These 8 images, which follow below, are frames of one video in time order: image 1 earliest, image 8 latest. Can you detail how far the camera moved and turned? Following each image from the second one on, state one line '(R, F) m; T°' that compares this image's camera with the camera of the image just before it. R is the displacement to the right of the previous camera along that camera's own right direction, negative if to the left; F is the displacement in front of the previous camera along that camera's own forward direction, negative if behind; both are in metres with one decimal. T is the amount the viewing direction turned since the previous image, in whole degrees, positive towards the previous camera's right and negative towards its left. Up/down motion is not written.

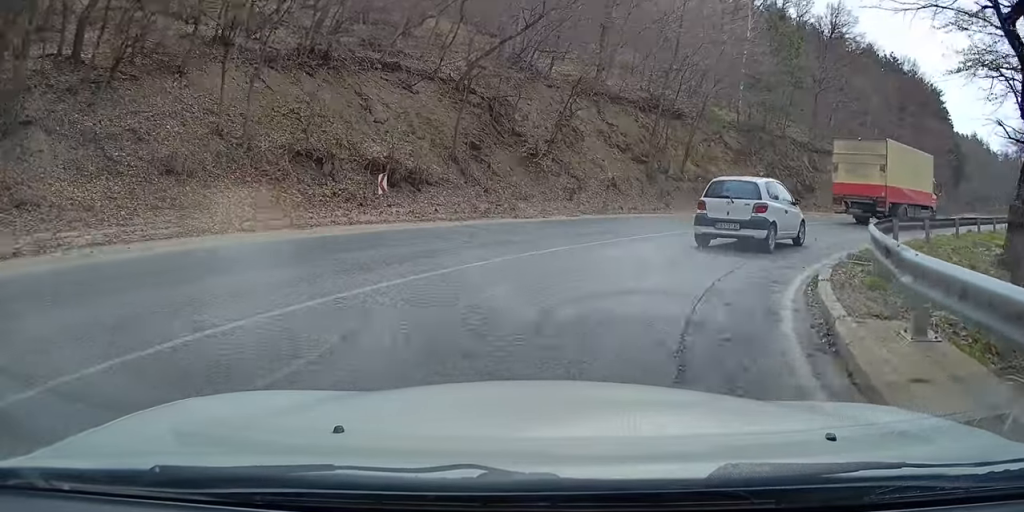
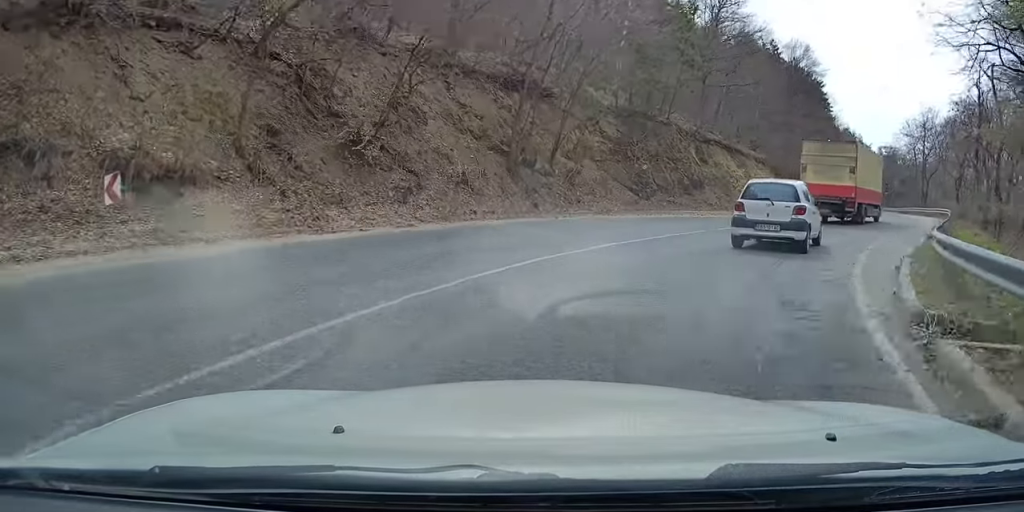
(-0.3, +5.6) m; +21°
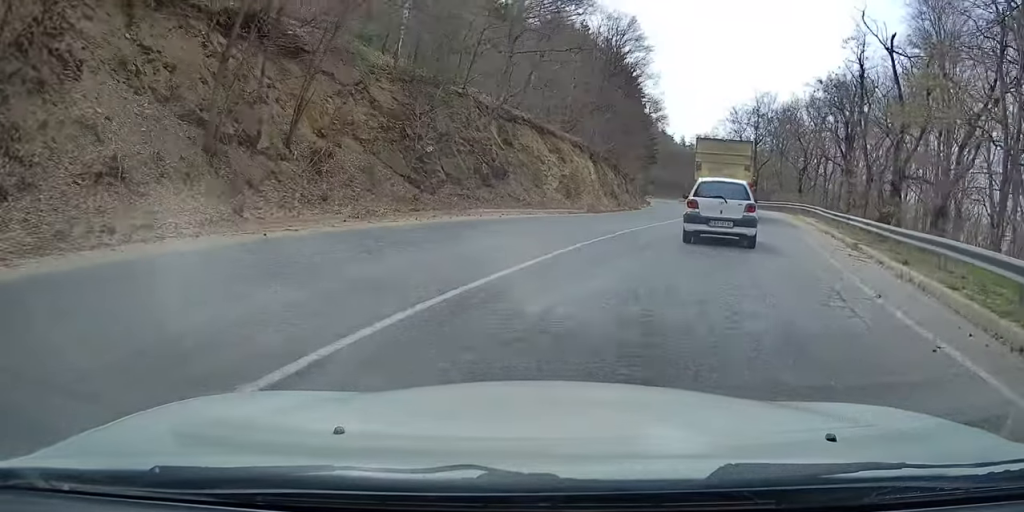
(+3.4, +7.2) m; +25°
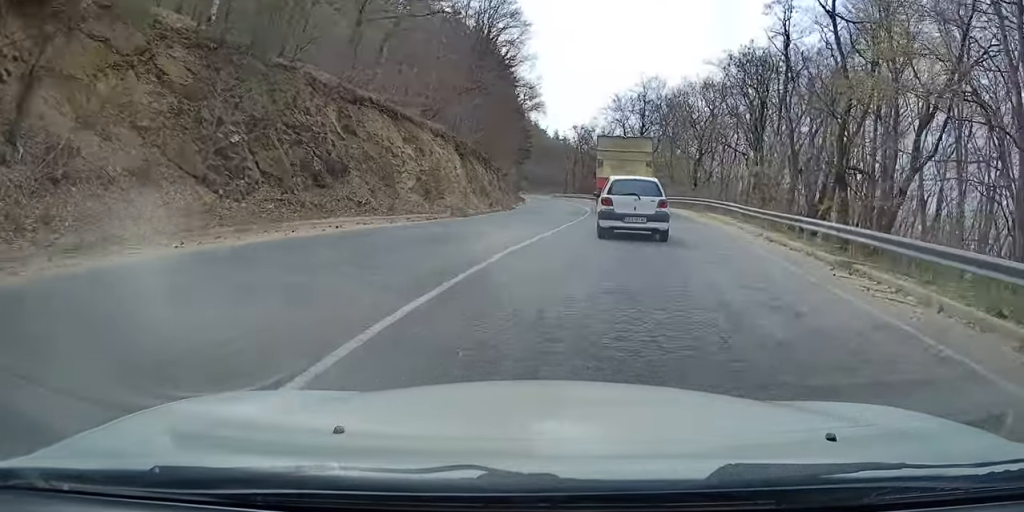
(0.0, +5.9) m; 0°
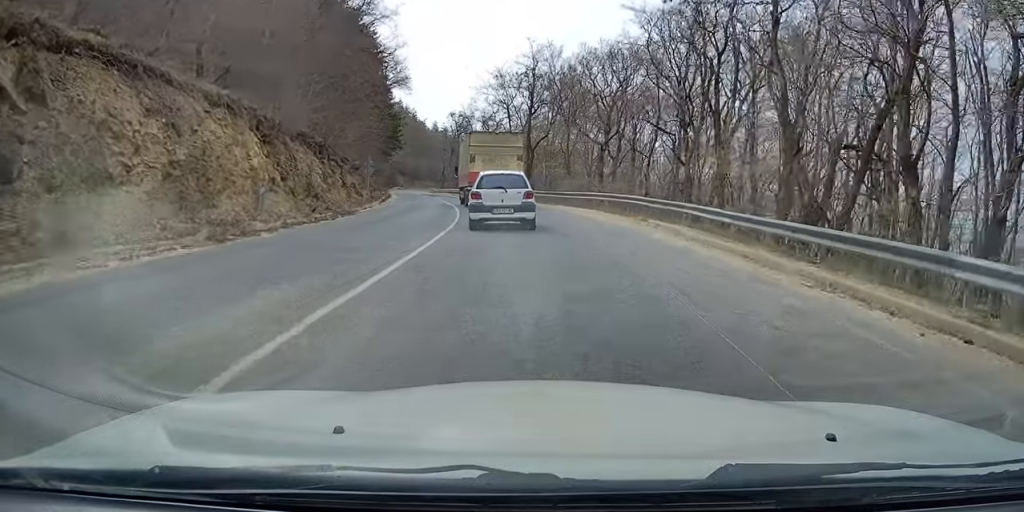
(0.0, +11.1) m; +4°
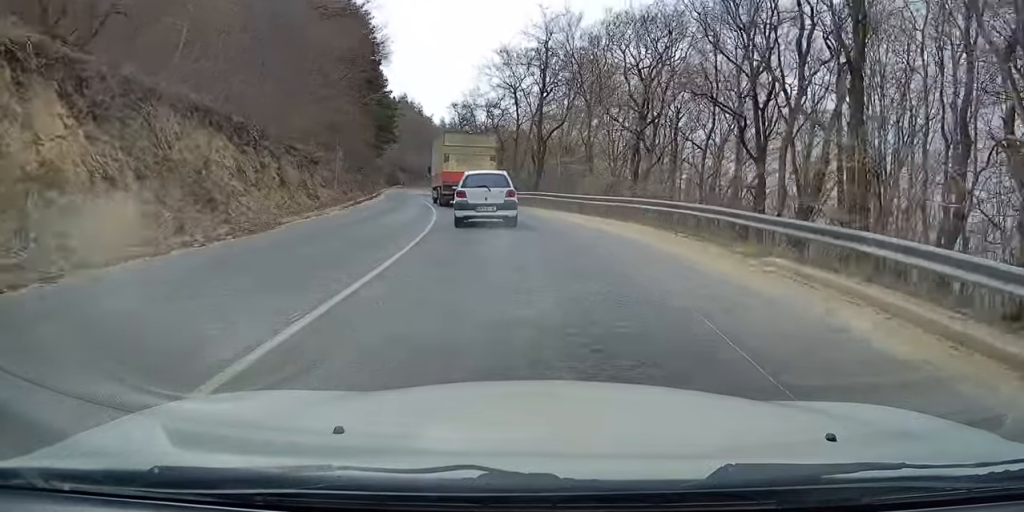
(+0.6, +9.2) m; +4°
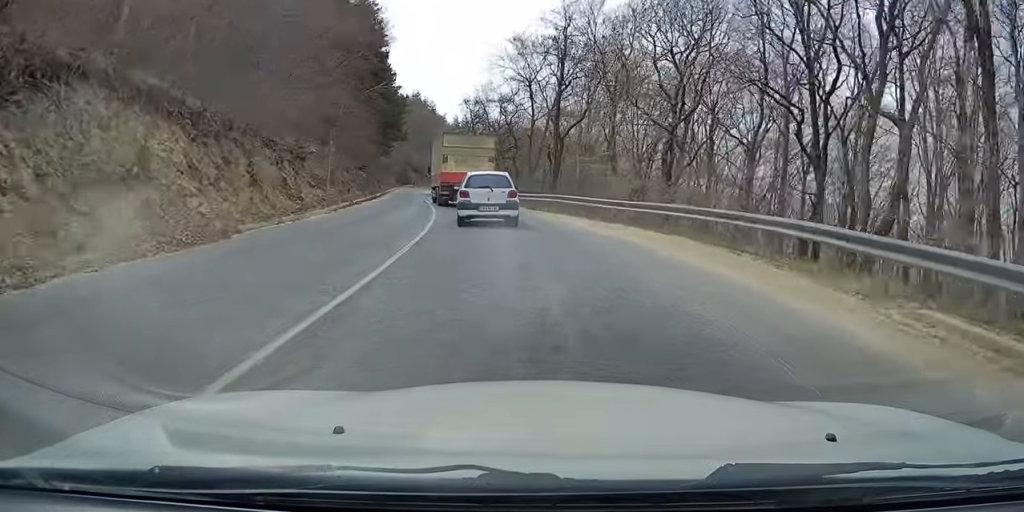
(0.0, +3.6) m; -1°
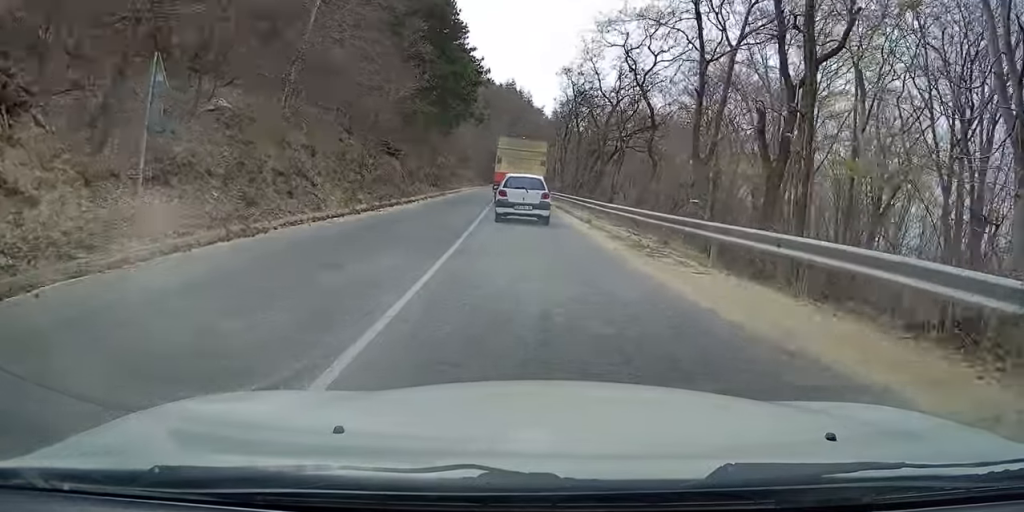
(-1.6, +21.4) m; -8°
